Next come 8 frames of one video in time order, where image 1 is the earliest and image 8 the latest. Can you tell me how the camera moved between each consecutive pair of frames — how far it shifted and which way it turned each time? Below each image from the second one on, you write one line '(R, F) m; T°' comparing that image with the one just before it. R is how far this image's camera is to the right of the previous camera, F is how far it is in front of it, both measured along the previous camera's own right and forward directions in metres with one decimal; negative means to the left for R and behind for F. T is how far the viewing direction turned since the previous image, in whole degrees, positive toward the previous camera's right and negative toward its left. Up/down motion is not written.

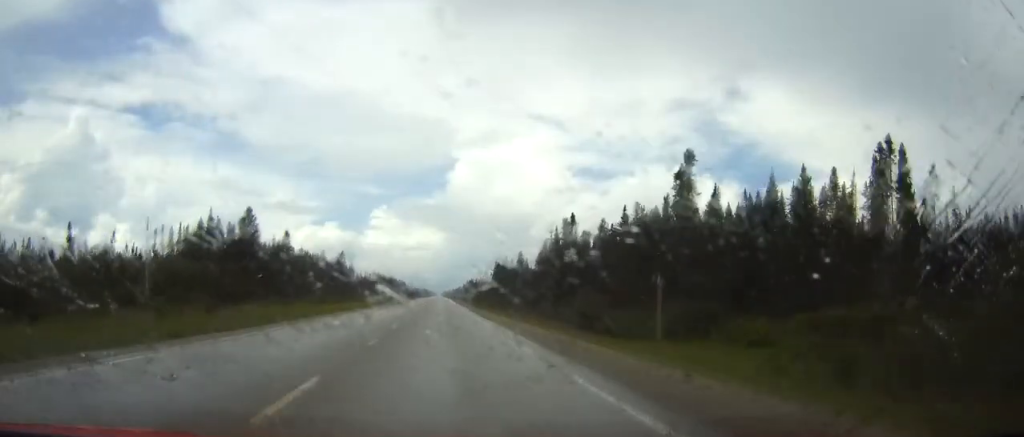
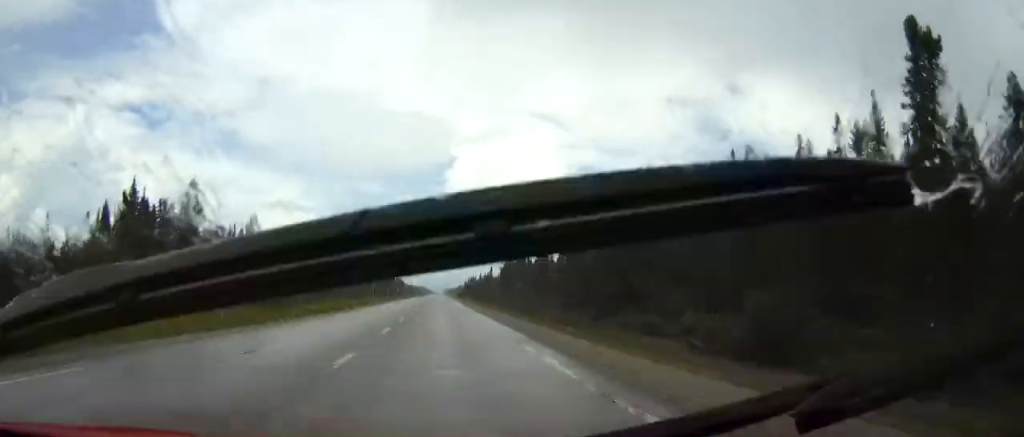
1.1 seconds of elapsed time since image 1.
(0.0, +32.9) m; 0°
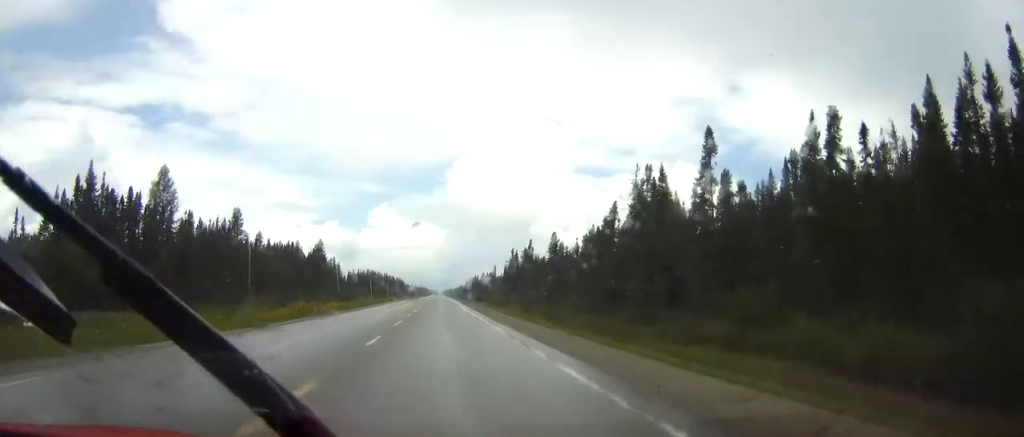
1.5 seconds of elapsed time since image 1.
(0.0, +13.0) m; 0°
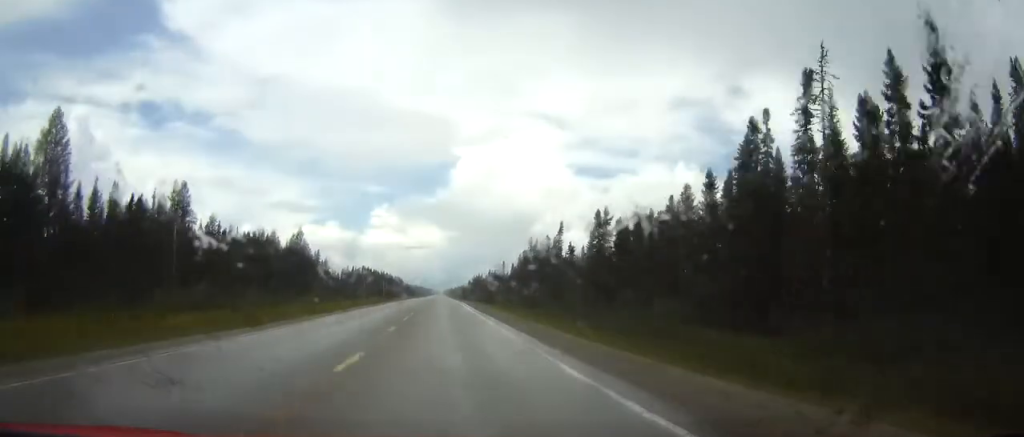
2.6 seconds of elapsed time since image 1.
(0.0, +31.9) m; 0°
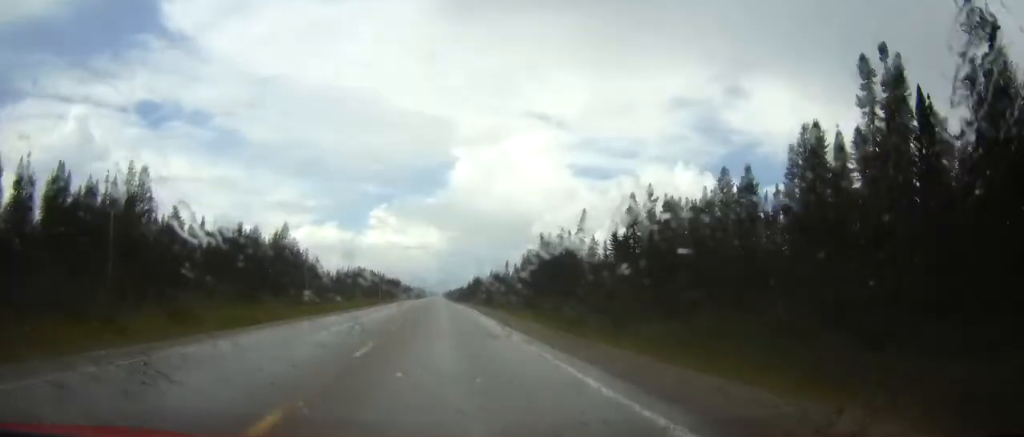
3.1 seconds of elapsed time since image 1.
(-0.1, +16.0) m; 0°
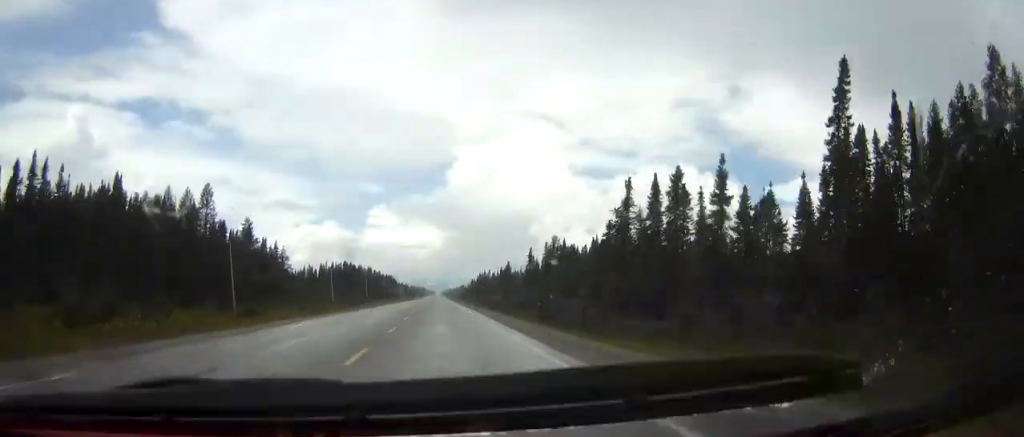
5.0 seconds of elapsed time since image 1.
(0.0, +55.8) m; 0°
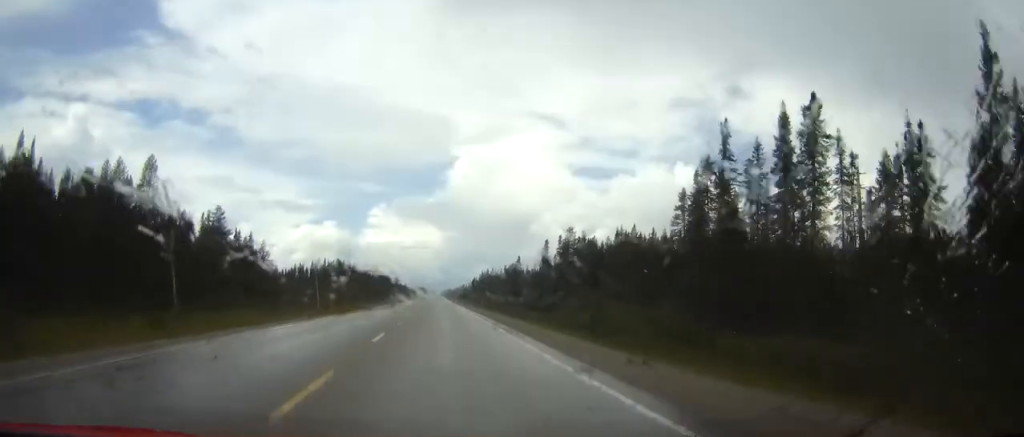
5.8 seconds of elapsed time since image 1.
(0.0, +22.9) m; 0°
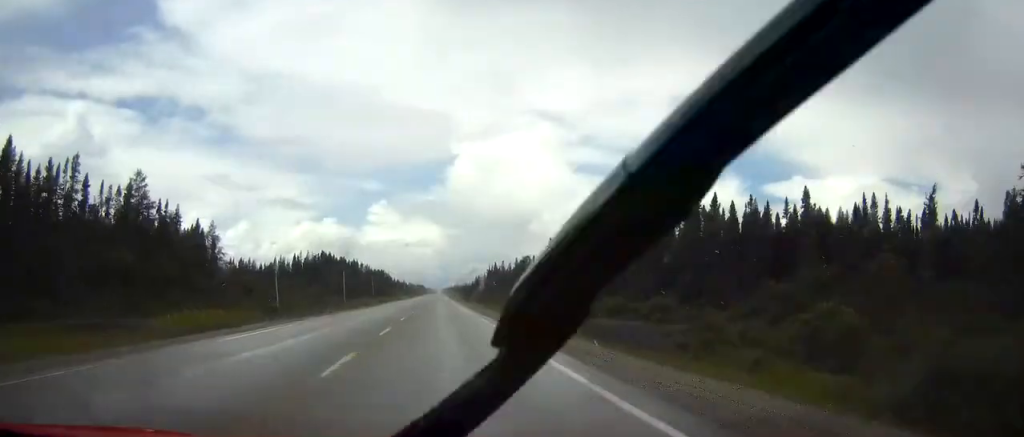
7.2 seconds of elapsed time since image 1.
(0.0, +42.8) m; 0°
